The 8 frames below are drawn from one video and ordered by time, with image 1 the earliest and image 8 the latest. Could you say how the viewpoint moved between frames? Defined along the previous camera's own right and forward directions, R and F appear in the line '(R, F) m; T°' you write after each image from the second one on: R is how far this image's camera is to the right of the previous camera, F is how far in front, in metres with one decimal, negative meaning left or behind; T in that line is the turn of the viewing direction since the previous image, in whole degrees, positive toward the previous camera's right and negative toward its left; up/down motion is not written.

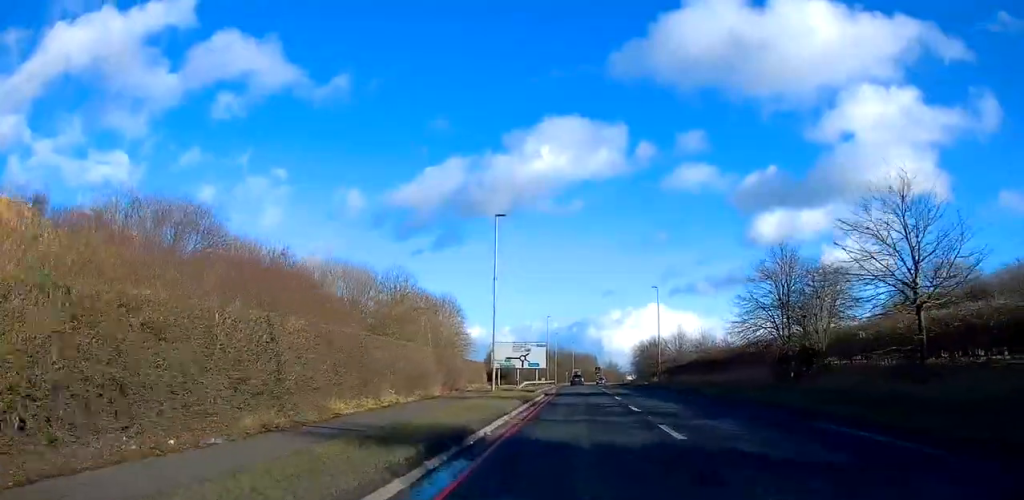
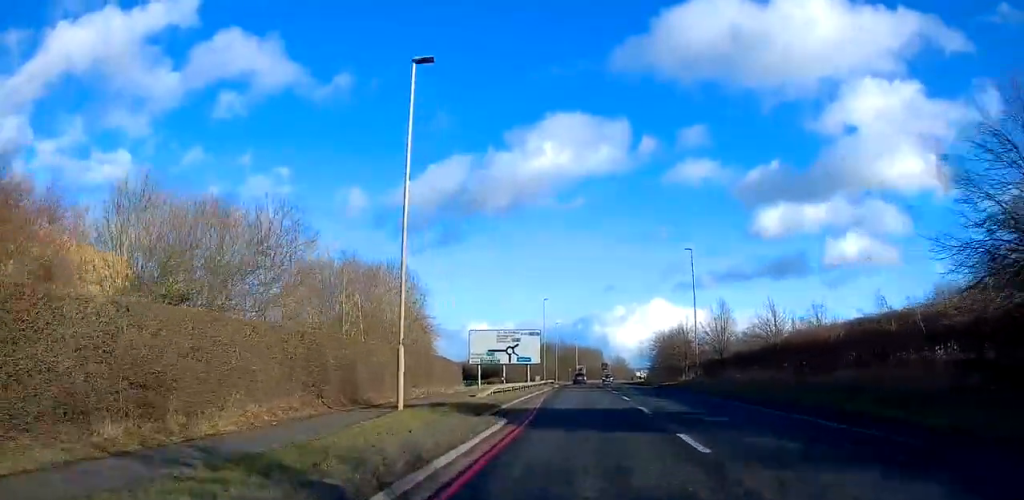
(+0.1, +20.5) m; 0°
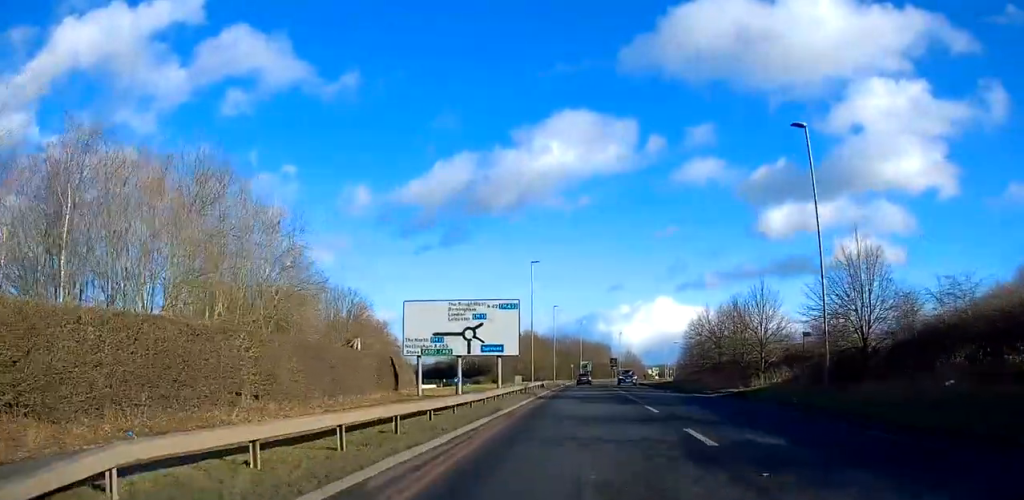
(-0.3, +27.1) m; 0°
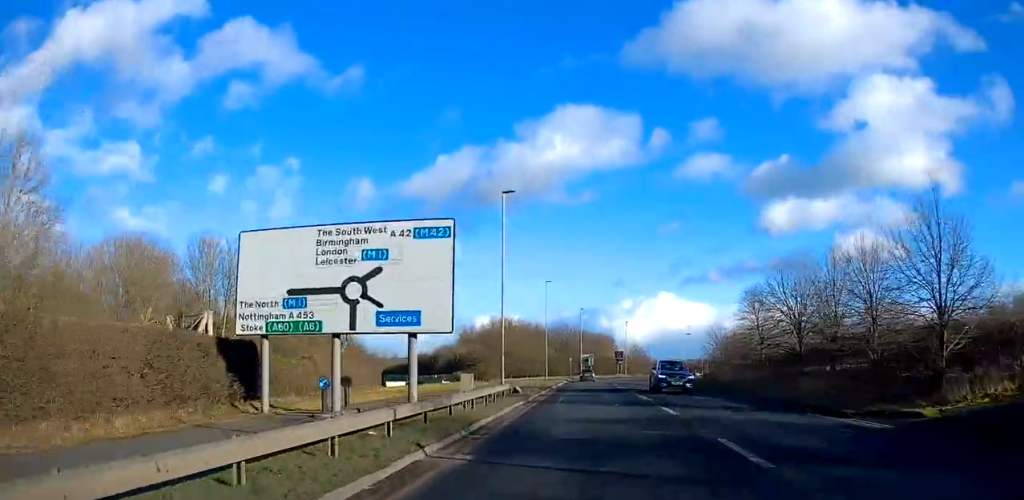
(+0.5, +20.5) m; +1°
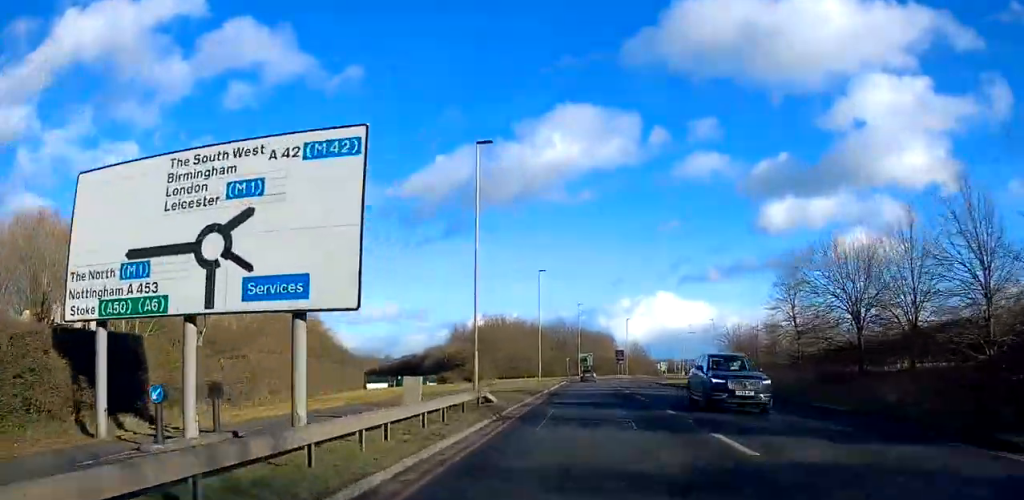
(0.0, +8.1) m; 0°
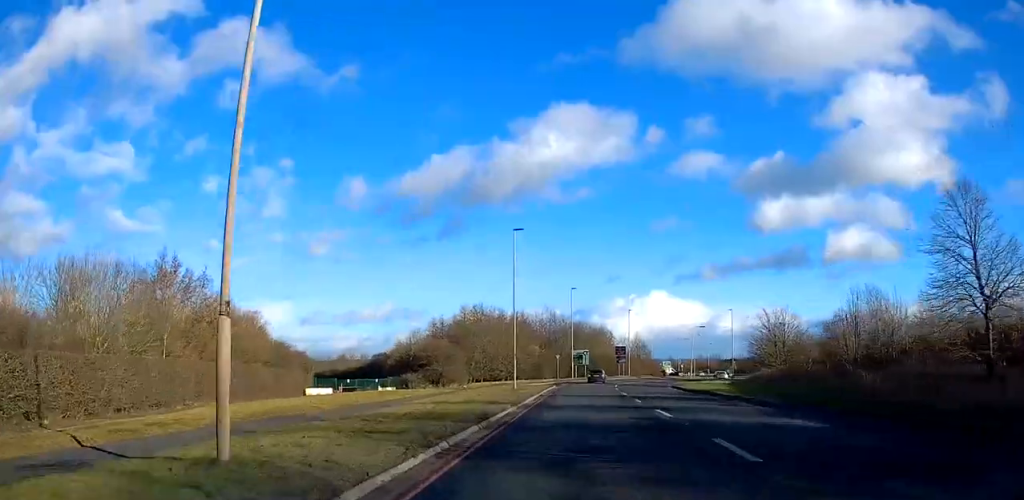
(0.0, +18.5) m; 0°
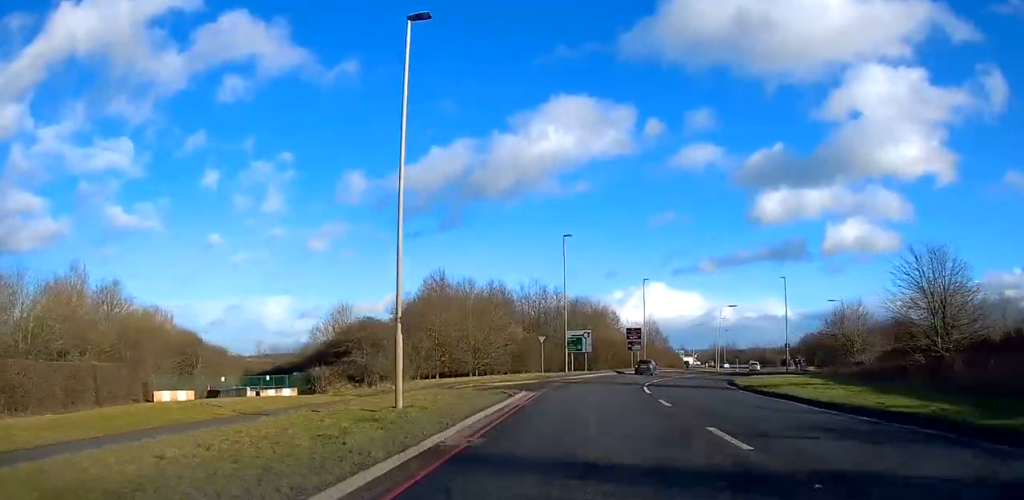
(0.0, +26.9) m; 0°
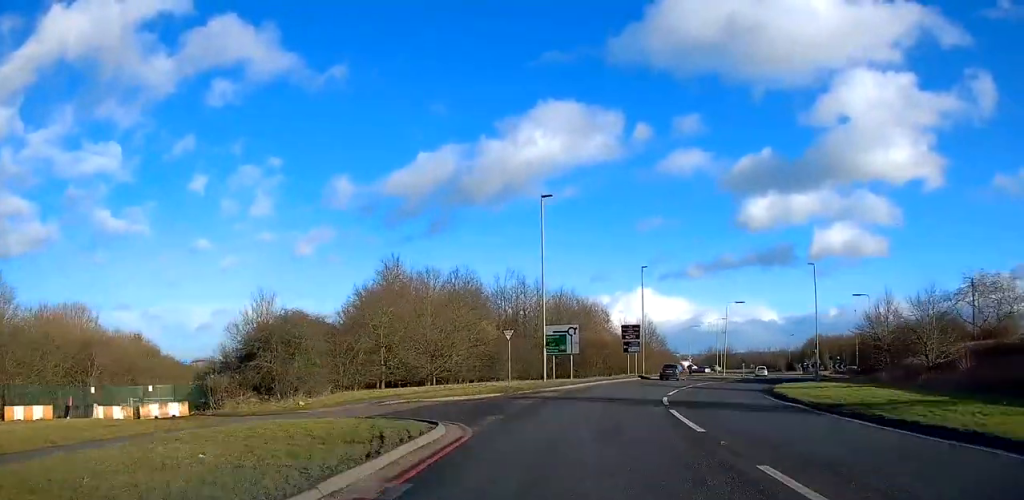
(-0.1, +13.1) m; +1°
